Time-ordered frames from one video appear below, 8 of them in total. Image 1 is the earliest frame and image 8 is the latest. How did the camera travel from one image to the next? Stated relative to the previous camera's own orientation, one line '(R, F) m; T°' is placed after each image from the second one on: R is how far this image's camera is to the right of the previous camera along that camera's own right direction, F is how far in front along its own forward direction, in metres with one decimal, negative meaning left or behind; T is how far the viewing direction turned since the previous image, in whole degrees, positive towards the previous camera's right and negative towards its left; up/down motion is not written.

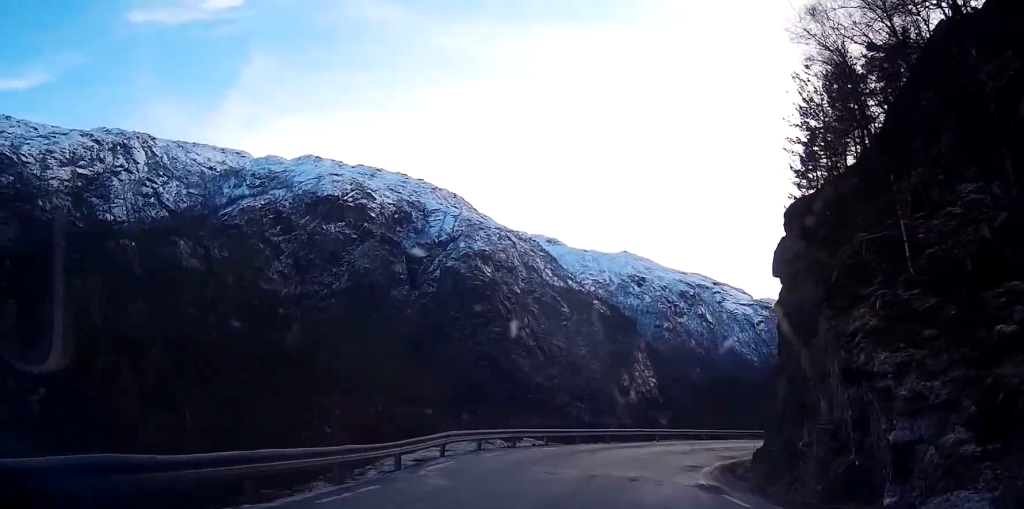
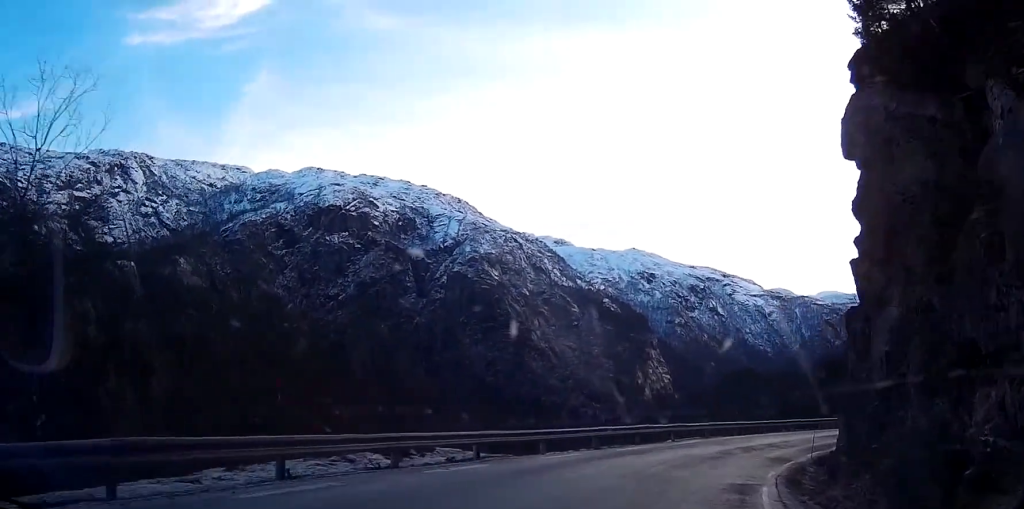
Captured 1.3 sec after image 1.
(-0.4, +12.9) m; -3°
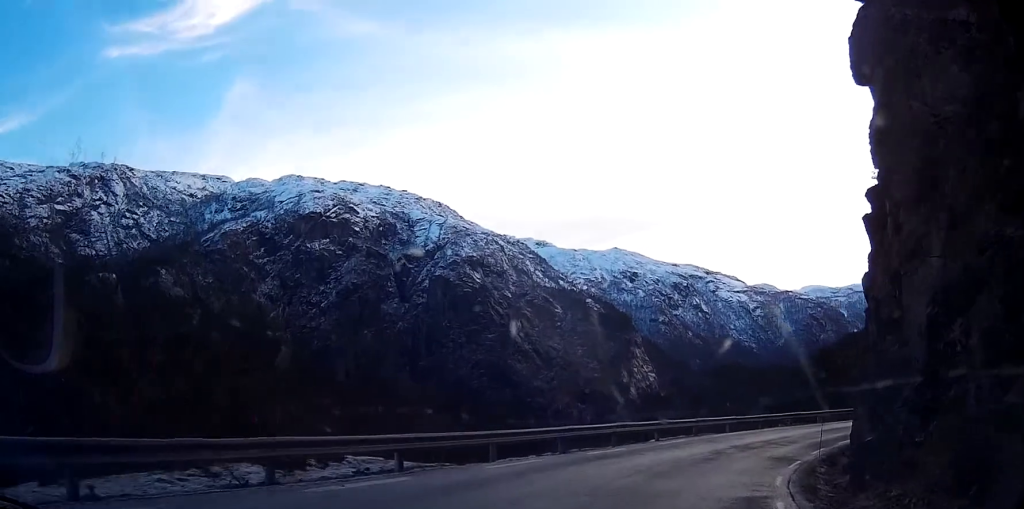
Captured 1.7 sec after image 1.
(-0.1, +4.2) m; 0°
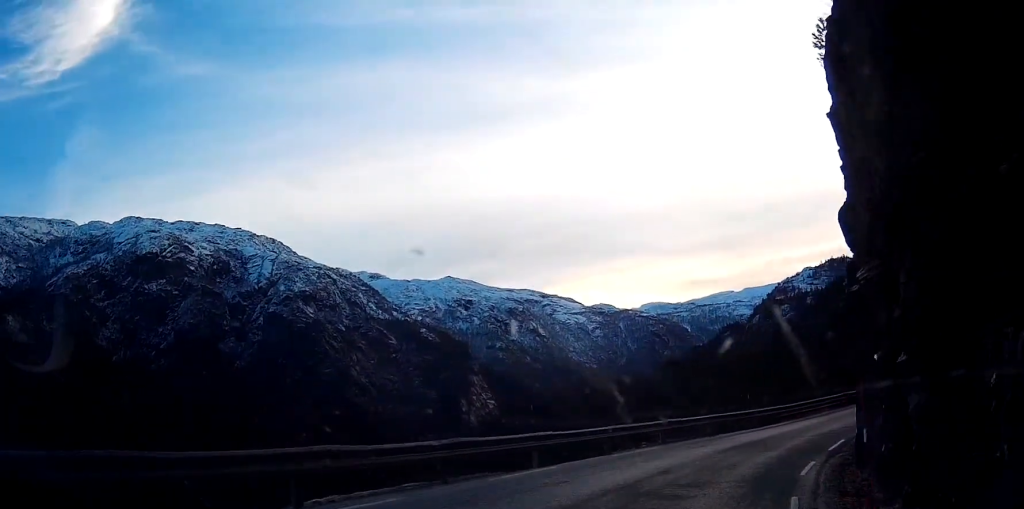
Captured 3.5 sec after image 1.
(+1.6, +19.8) m; +12°
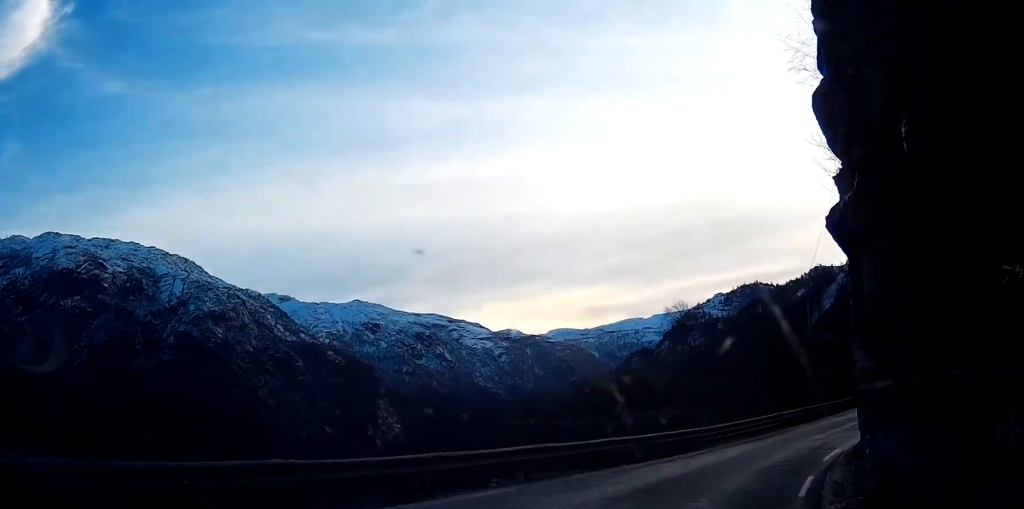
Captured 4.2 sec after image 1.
(+0.5, +8.9) m; +7°
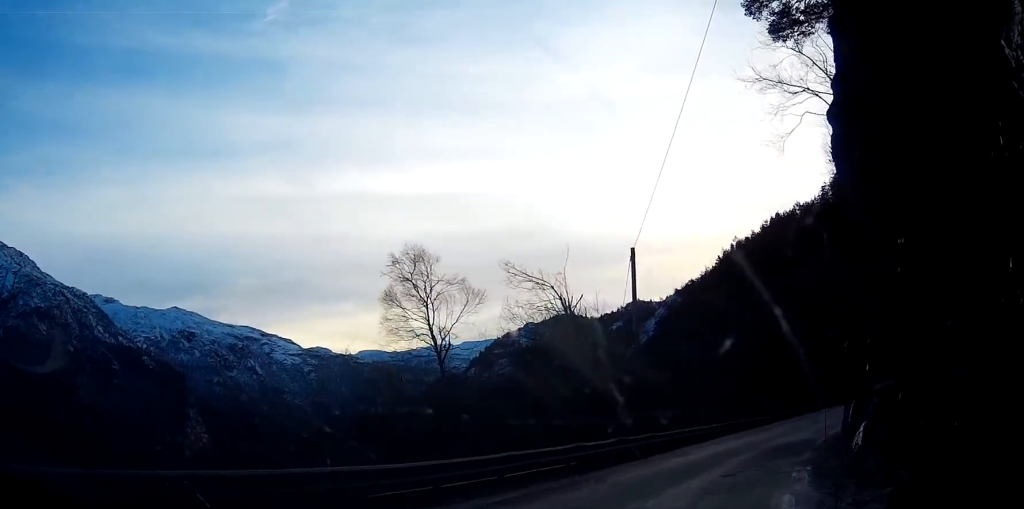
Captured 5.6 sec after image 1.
(+1.7, +16.2) m; +12°
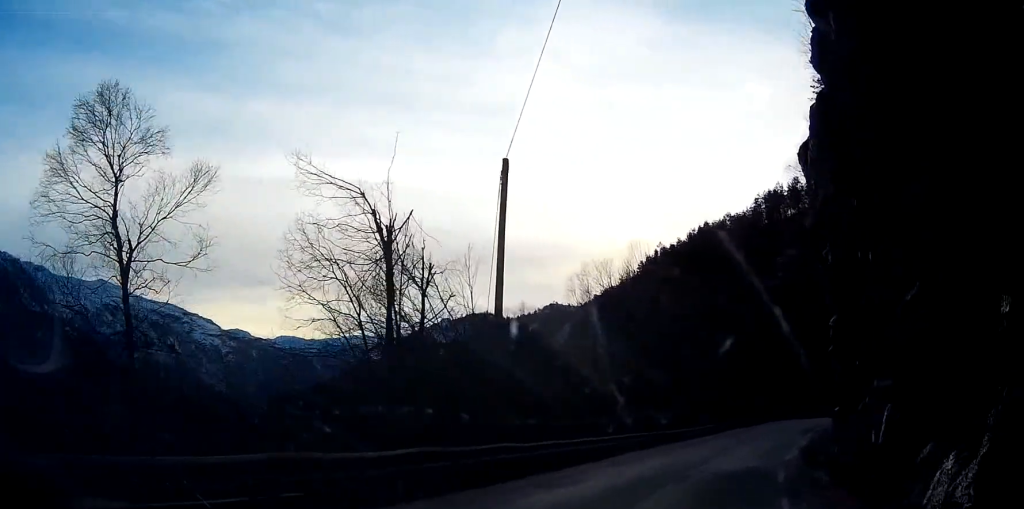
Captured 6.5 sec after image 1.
(+0.7, +11.6) m; +7°
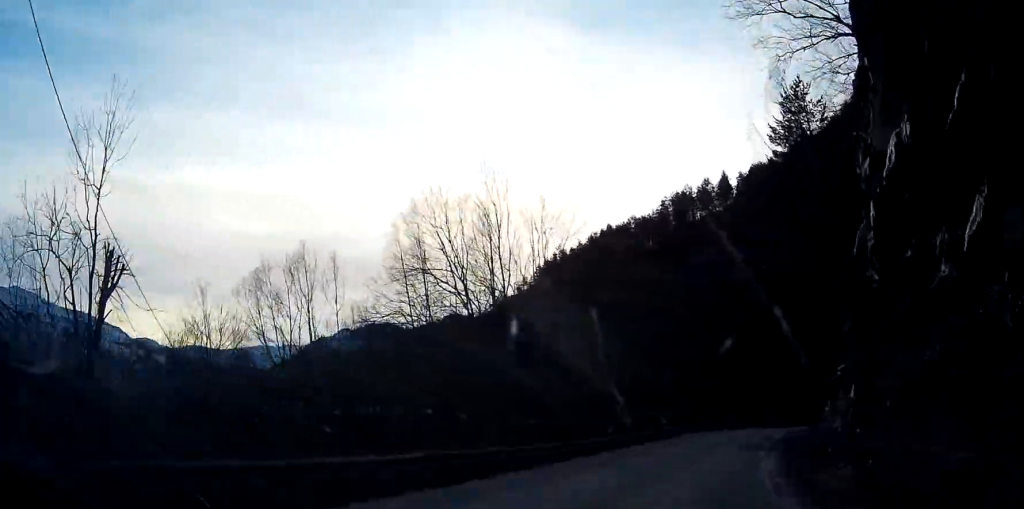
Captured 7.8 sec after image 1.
(+1.4, +18.1) m; +8°
